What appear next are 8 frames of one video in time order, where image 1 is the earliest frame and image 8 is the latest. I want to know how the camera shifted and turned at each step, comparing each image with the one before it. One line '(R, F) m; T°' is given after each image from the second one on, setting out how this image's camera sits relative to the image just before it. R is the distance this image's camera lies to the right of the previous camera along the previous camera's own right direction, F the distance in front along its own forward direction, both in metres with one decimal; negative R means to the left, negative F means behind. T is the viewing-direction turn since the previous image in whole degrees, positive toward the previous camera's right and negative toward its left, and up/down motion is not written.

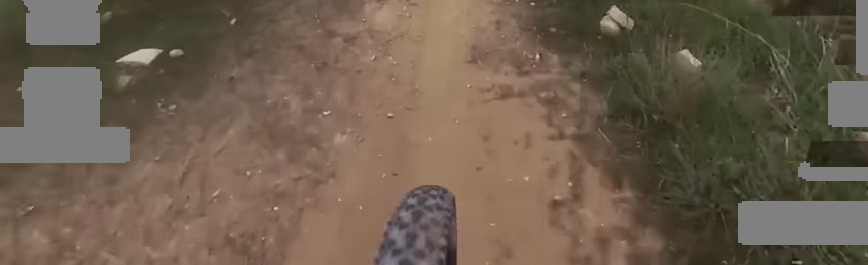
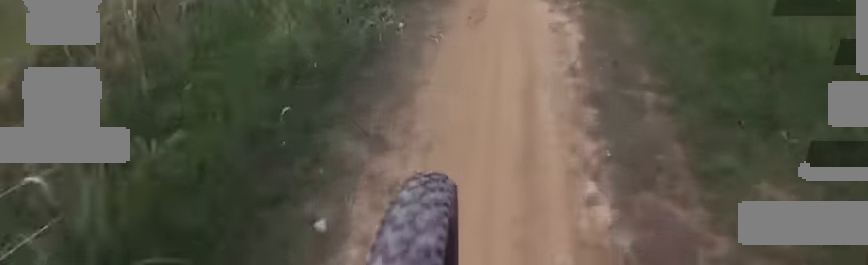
(-0.8, +5.9) m; -3°
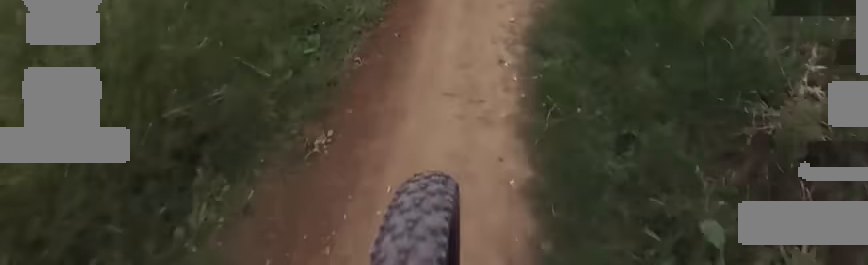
(+0.8, +13.8) m; +7°
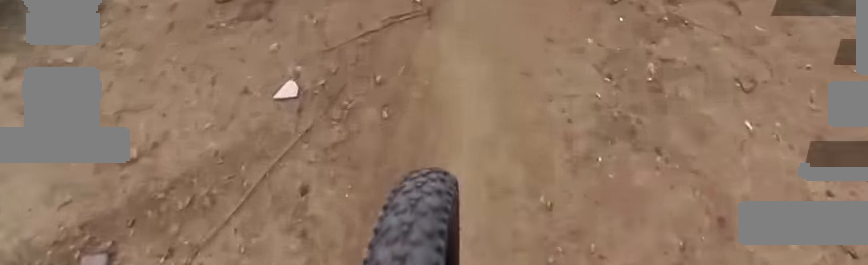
(+0.5, +6.0) m; -5°
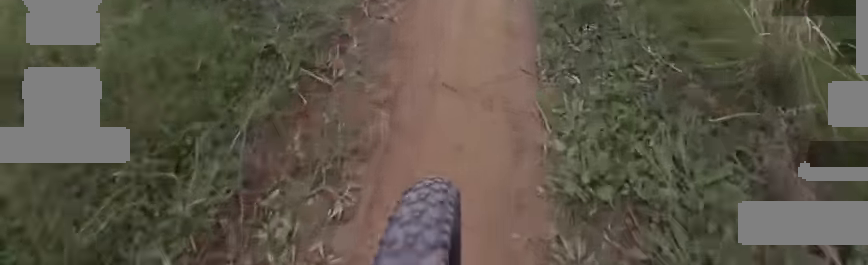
(-0.4, +10.4) m; +8°
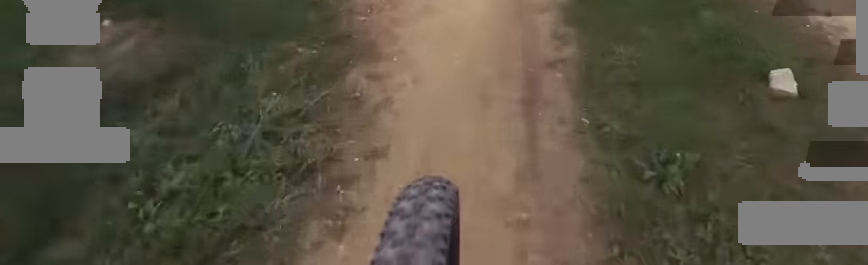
(+1.7, +5.6) m; 0°
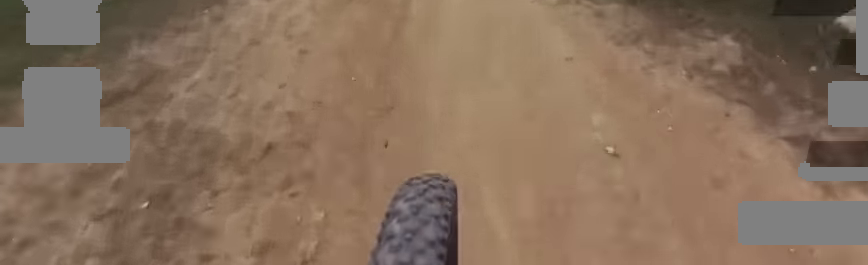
(-1.2, +3.6) m; -6°
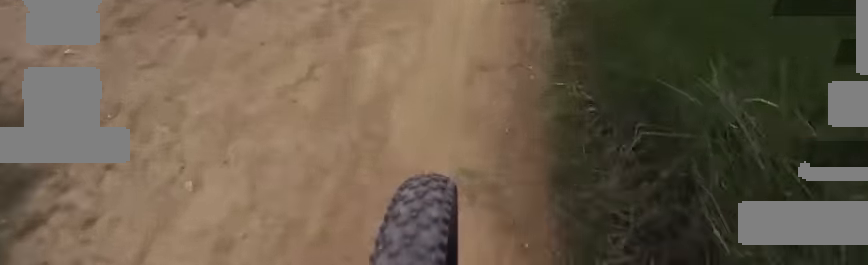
(-0.9, +4.3) m; -5°
